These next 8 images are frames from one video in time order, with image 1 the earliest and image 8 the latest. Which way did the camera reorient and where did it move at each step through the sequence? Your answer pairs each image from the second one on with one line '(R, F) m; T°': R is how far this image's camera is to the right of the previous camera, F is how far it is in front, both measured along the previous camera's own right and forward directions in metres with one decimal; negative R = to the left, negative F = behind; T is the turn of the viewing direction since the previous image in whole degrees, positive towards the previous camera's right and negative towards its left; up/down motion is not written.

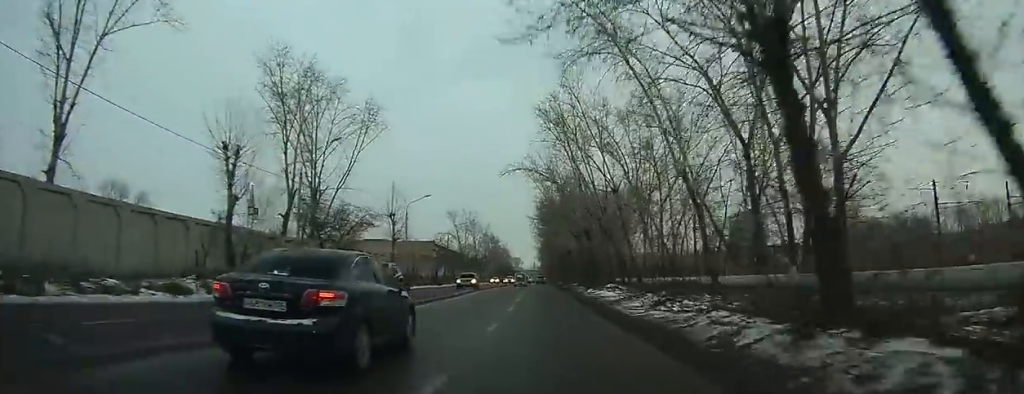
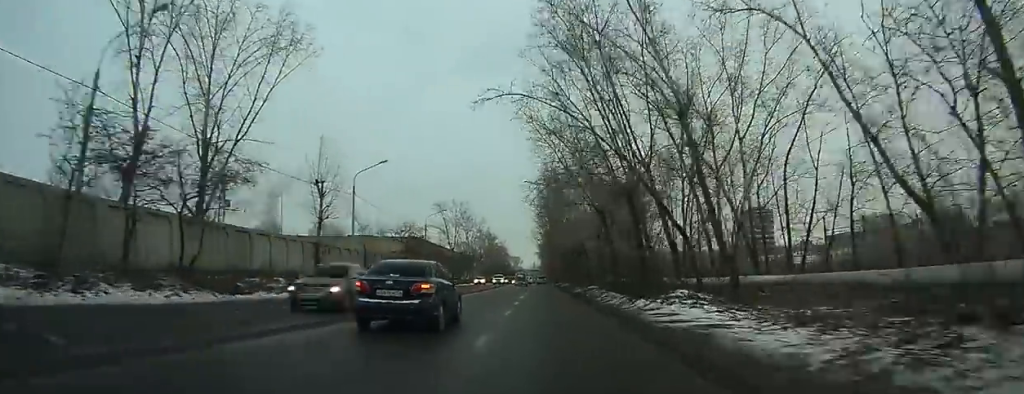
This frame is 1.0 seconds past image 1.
(+0.1, +19.5) m; 0°
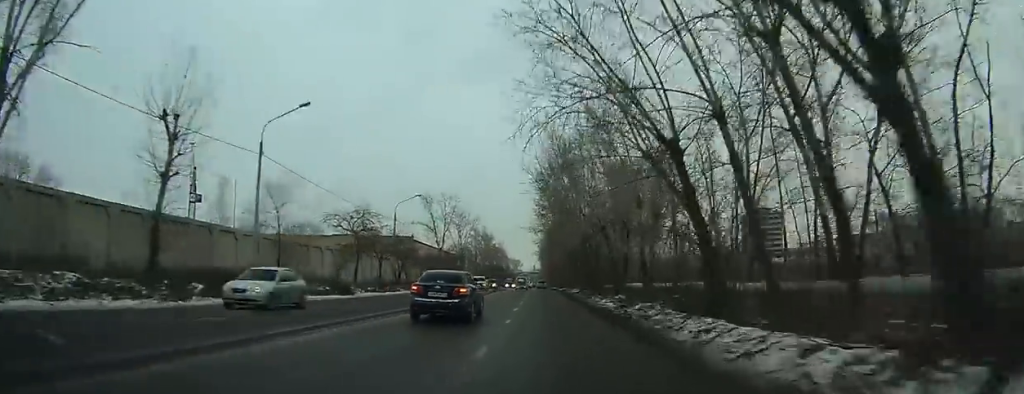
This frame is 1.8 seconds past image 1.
(-0.1, +16.9) m; 0°
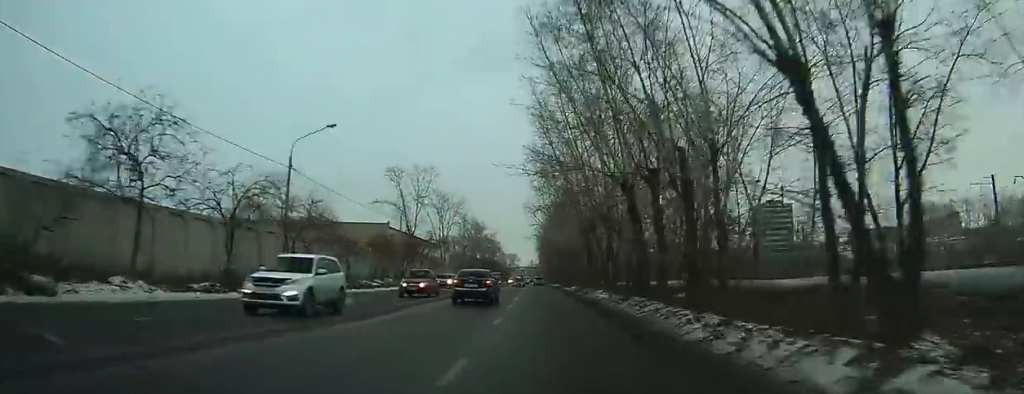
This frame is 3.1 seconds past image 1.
(-0.2, +26.3) m; -1°
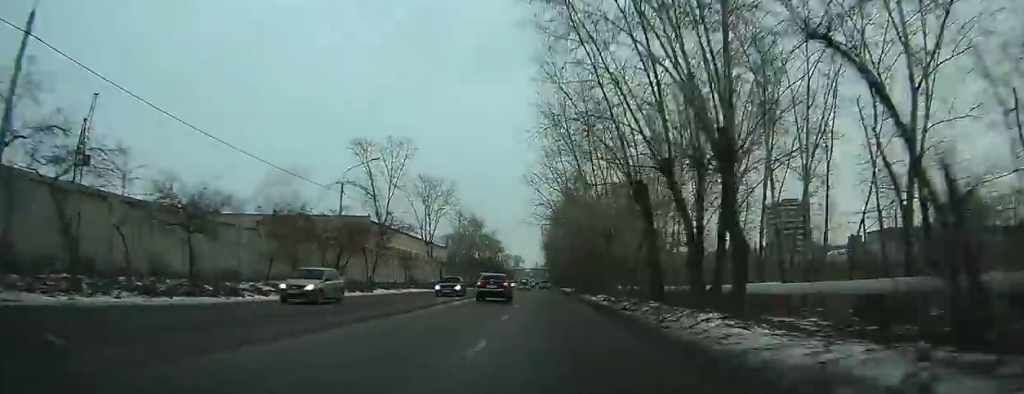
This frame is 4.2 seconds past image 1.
(0.0, +21.4) m; 0°
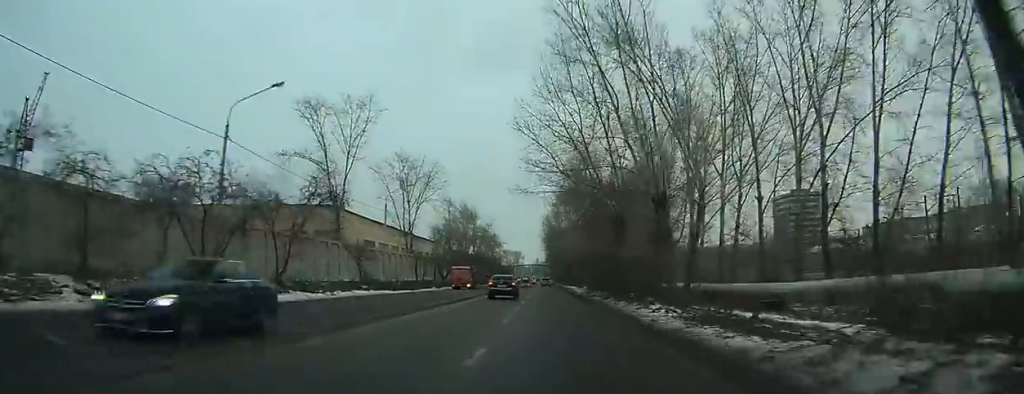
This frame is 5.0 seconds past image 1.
(0.0, +17.2) m; 0°
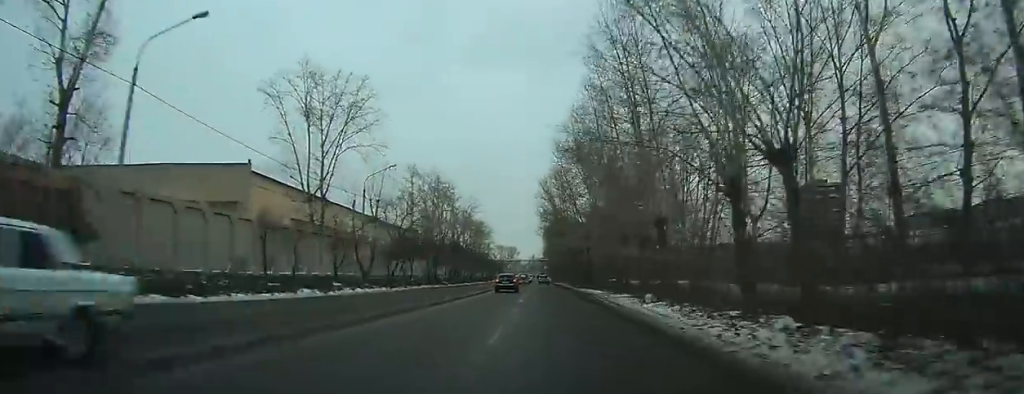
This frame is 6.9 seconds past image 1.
(-0.2, +37.2) m; 0°
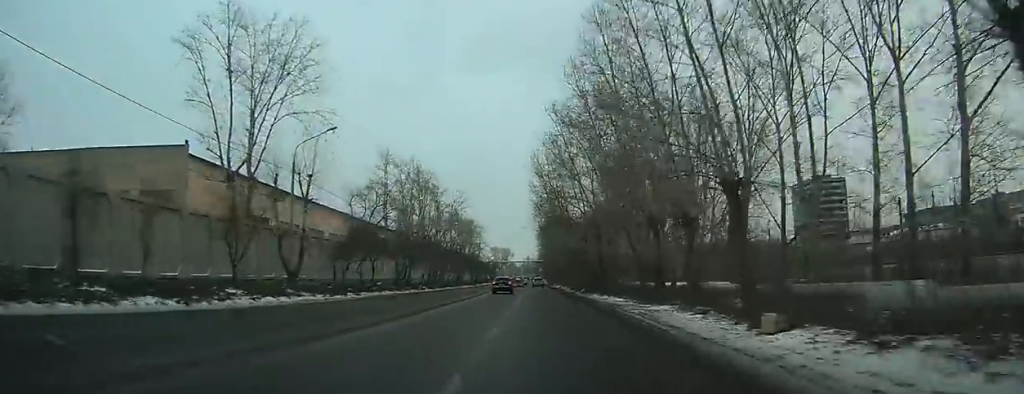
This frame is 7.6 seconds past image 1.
(0.0, +13.6) m; 0°
